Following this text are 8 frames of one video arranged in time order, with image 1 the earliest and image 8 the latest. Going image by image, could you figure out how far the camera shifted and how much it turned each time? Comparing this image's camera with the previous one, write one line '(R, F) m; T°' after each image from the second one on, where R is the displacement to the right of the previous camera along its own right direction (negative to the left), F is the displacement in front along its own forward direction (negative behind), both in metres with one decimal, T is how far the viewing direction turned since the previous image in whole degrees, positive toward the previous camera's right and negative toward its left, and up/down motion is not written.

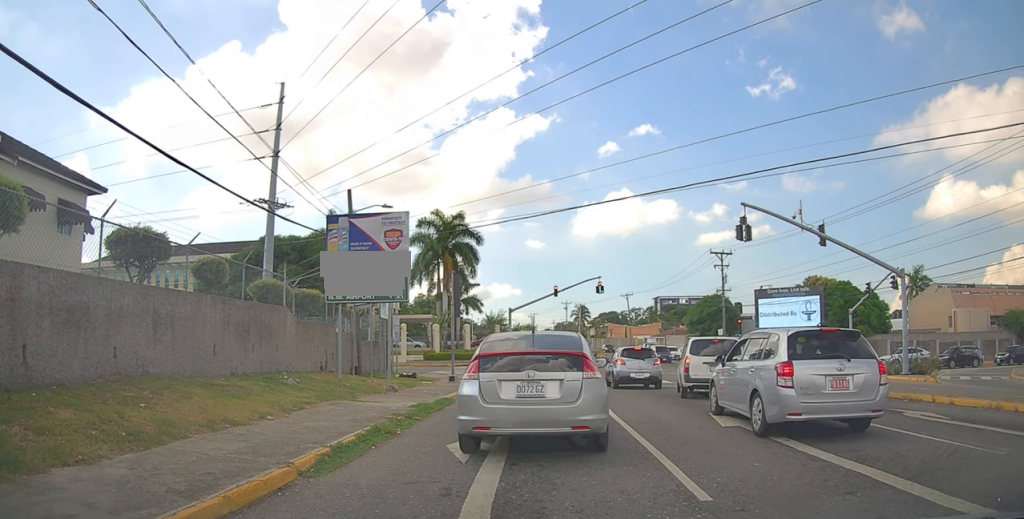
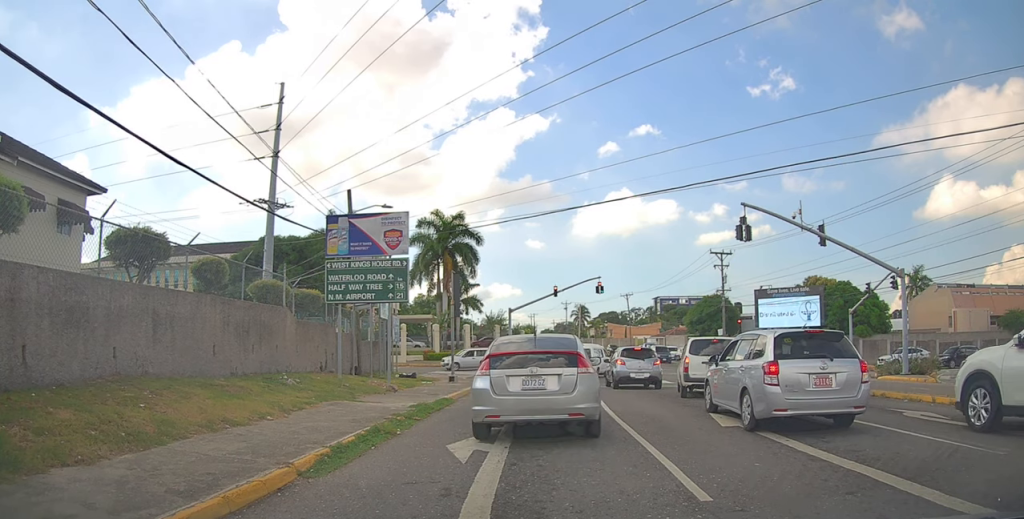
(0.0, 0.0) m; 0°
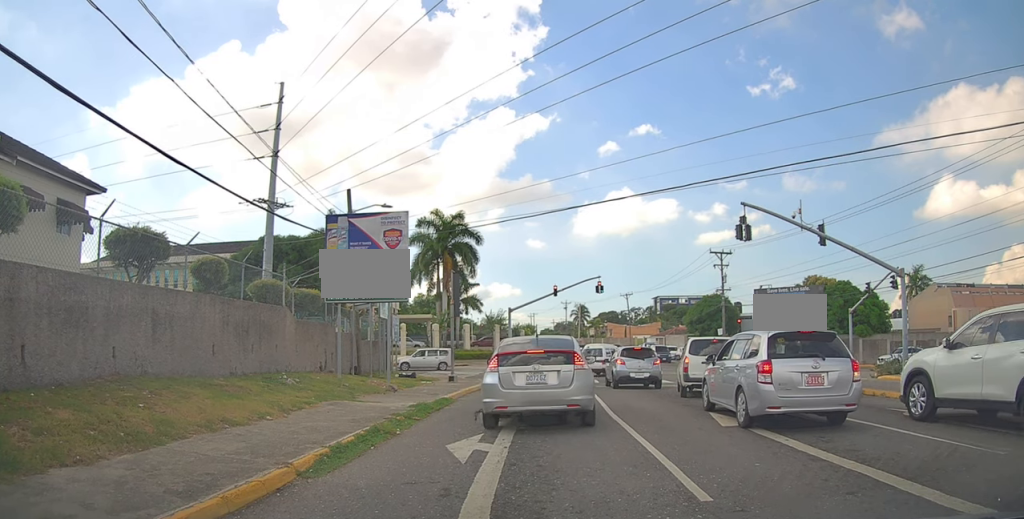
(0.0, 0.0) m; 0°
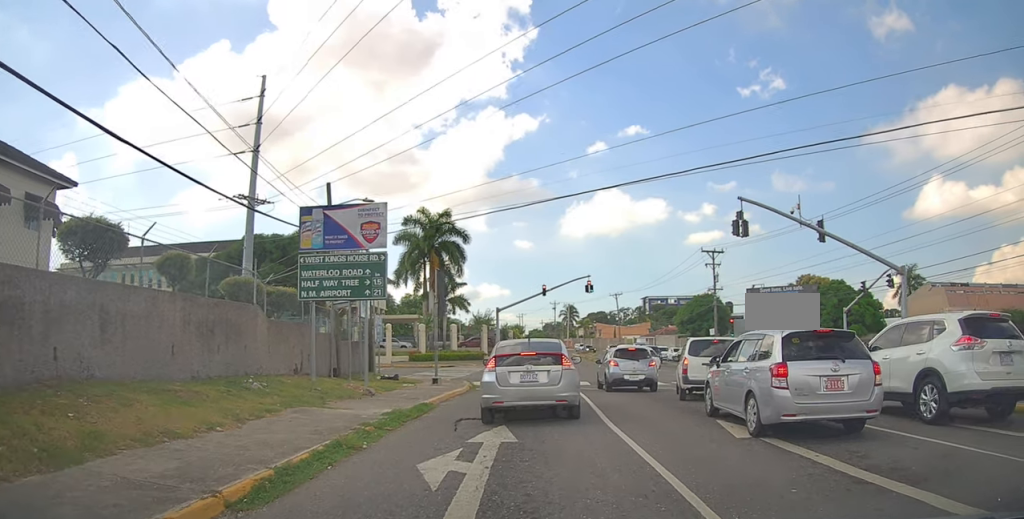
(+0.1, +0.1) m; 0°
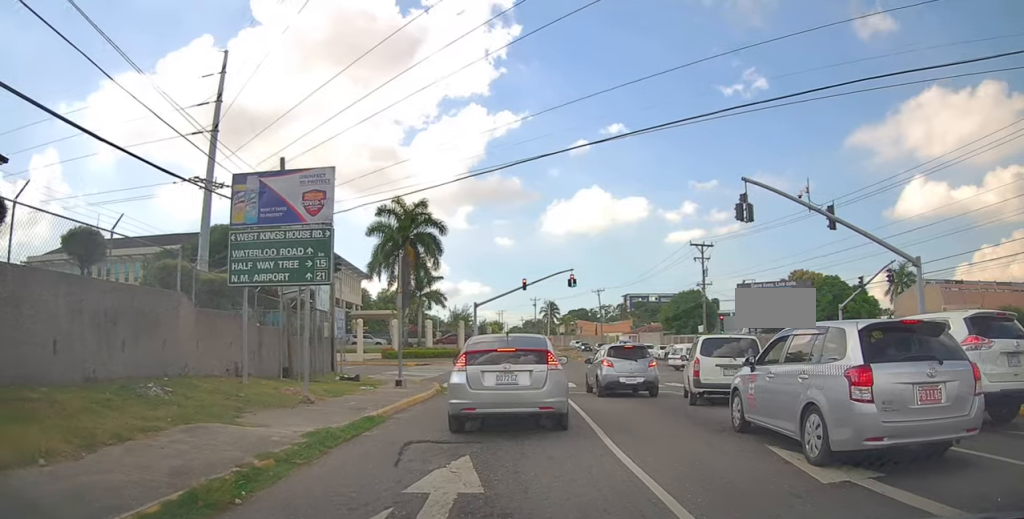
(+0.1, +1.3) m; +6°
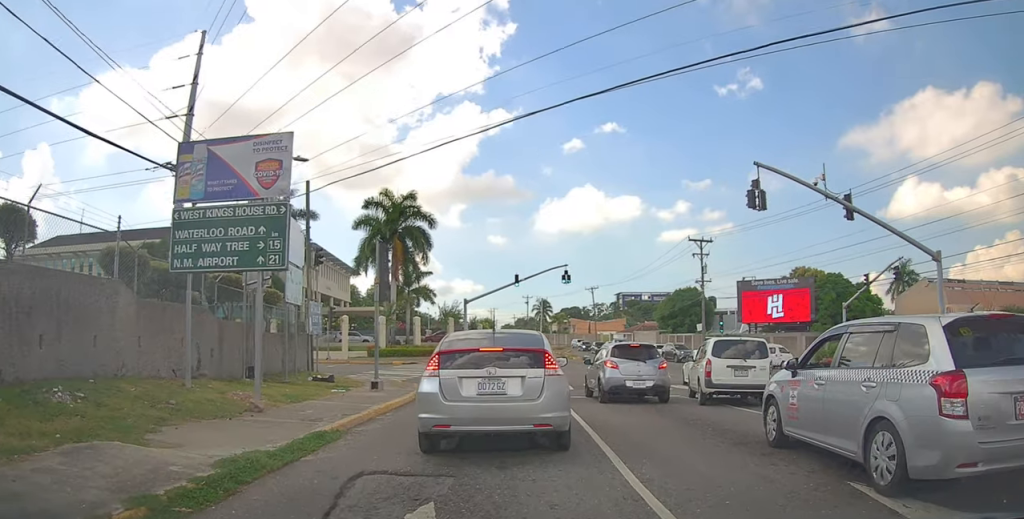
(+0.1, +1.8) m; +5°
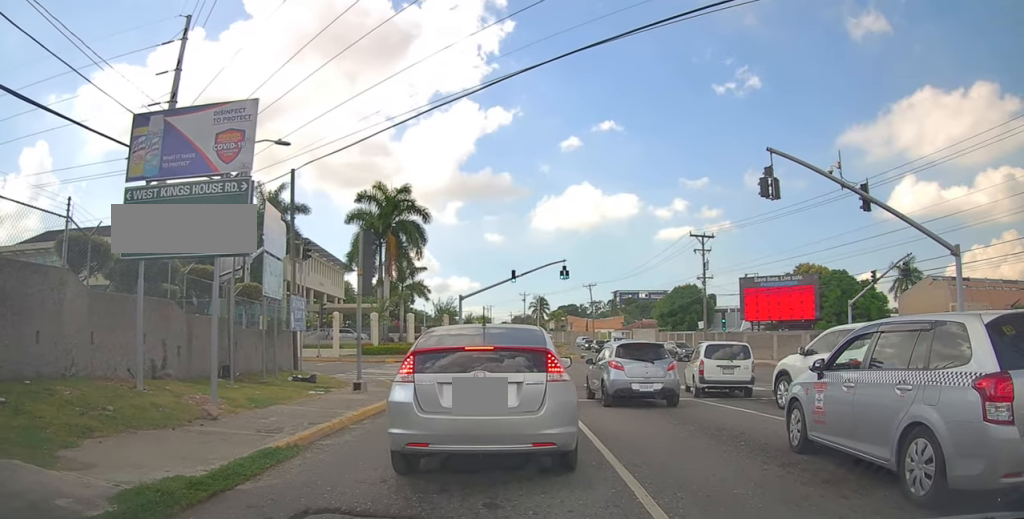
(+0.1, +1.9) m; +1°
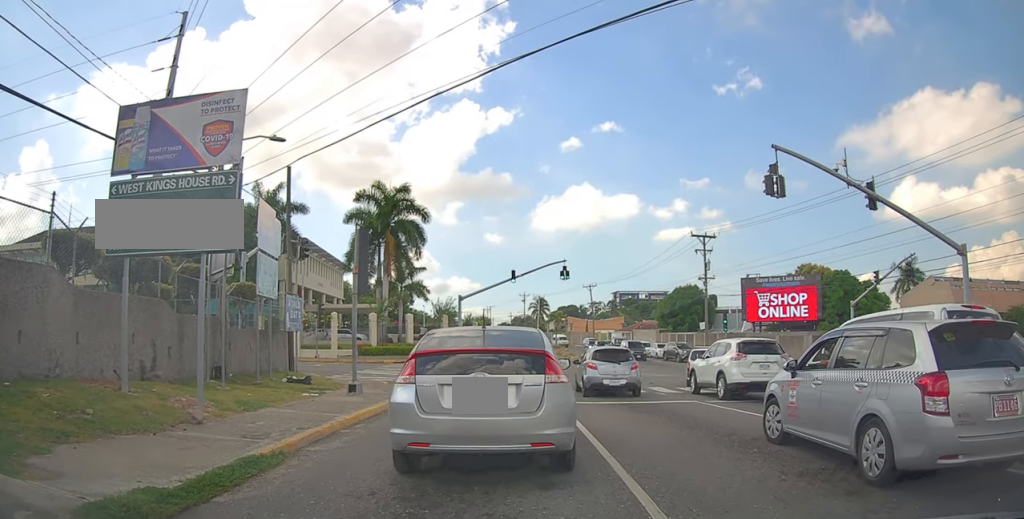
(-0.3, +1.3) m; 0°
